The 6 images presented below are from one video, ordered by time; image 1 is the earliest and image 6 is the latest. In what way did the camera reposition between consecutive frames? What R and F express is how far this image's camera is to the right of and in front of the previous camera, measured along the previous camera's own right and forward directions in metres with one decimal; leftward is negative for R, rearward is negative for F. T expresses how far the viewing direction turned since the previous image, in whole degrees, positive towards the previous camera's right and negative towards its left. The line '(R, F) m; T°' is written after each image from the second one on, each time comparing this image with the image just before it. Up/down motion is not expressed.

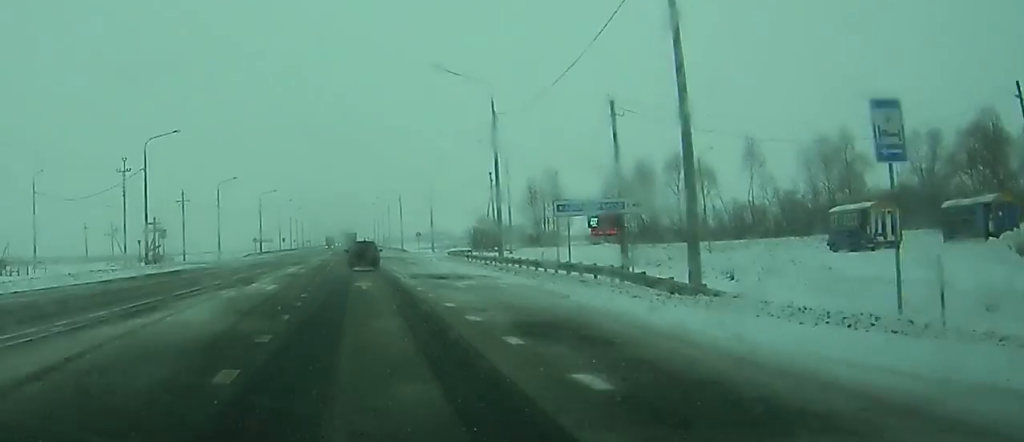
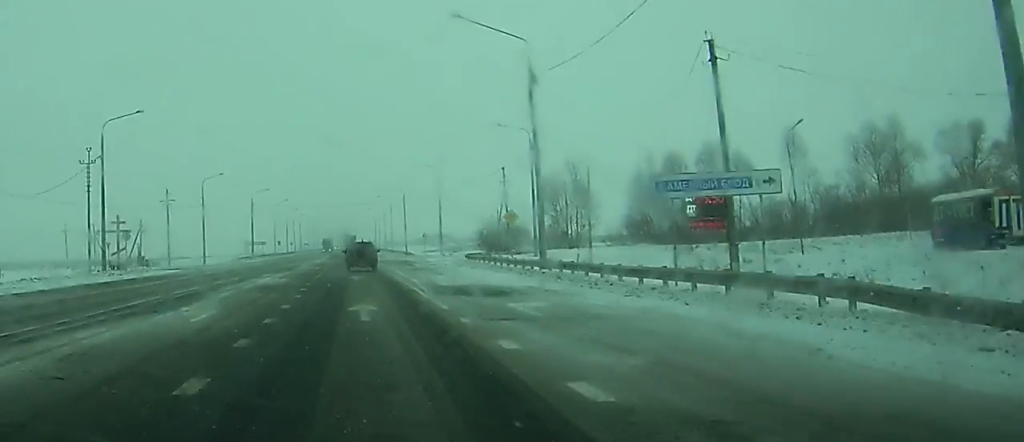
(0.0, +12.8) m; -1°
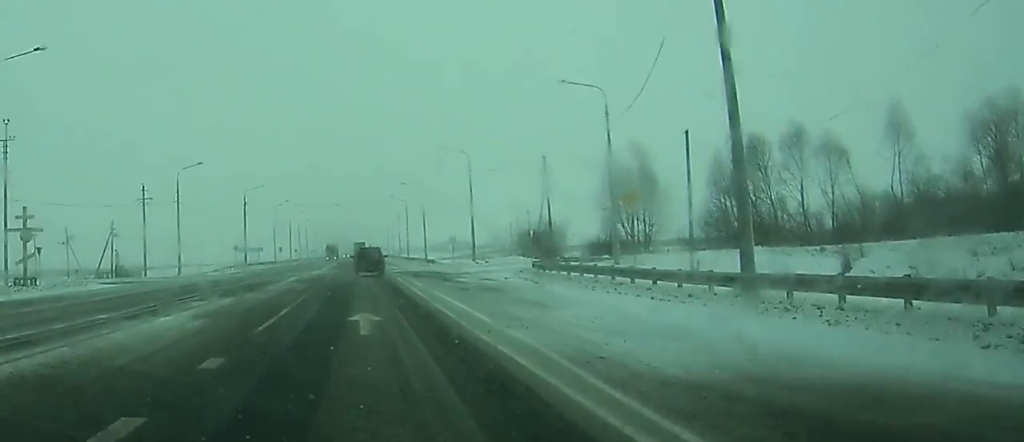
(-0.2, +22.1) m; -1°
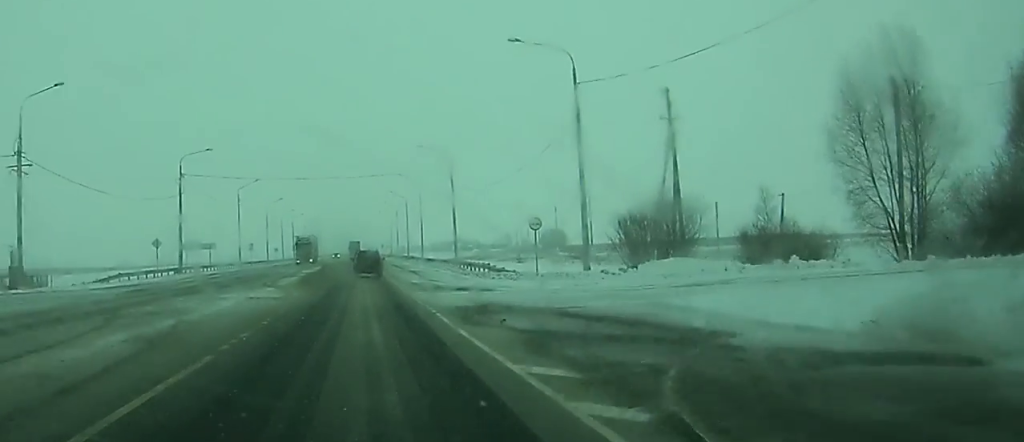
(-0.1, +44.1) m; 0°
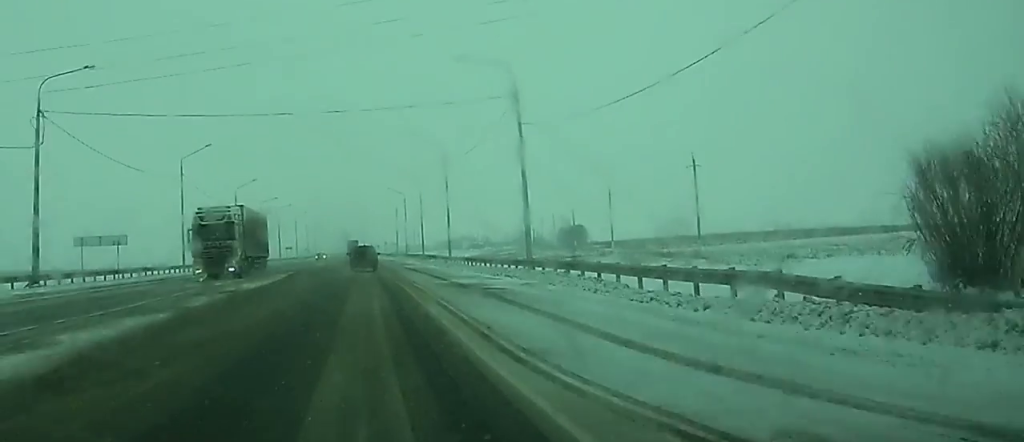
(0.0, +37.1) m; 0°
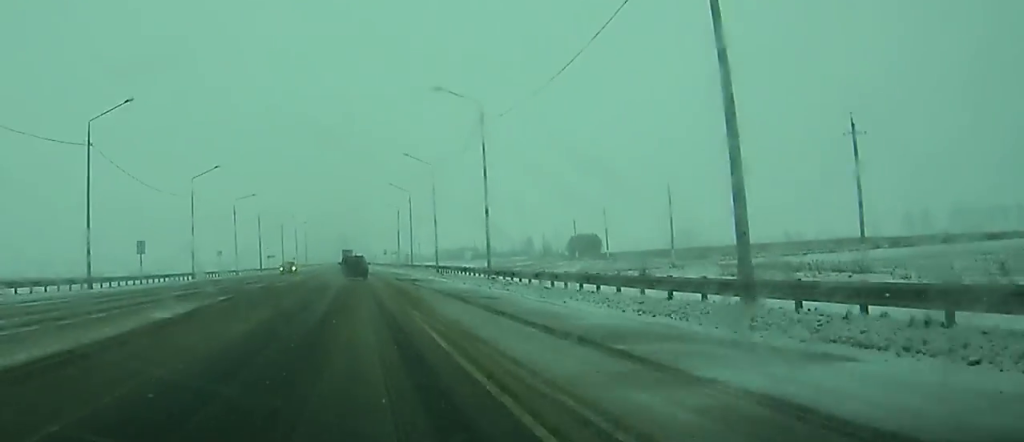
(0.0, +27.3) m; 0°
